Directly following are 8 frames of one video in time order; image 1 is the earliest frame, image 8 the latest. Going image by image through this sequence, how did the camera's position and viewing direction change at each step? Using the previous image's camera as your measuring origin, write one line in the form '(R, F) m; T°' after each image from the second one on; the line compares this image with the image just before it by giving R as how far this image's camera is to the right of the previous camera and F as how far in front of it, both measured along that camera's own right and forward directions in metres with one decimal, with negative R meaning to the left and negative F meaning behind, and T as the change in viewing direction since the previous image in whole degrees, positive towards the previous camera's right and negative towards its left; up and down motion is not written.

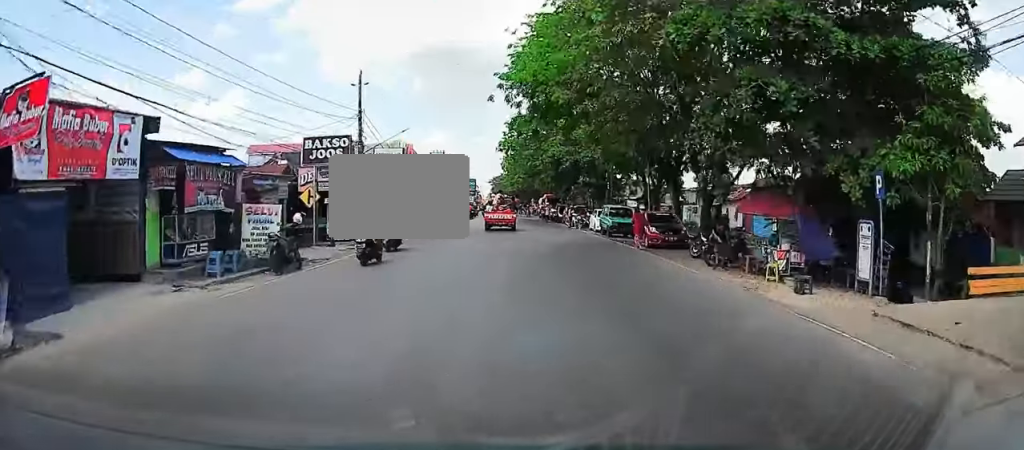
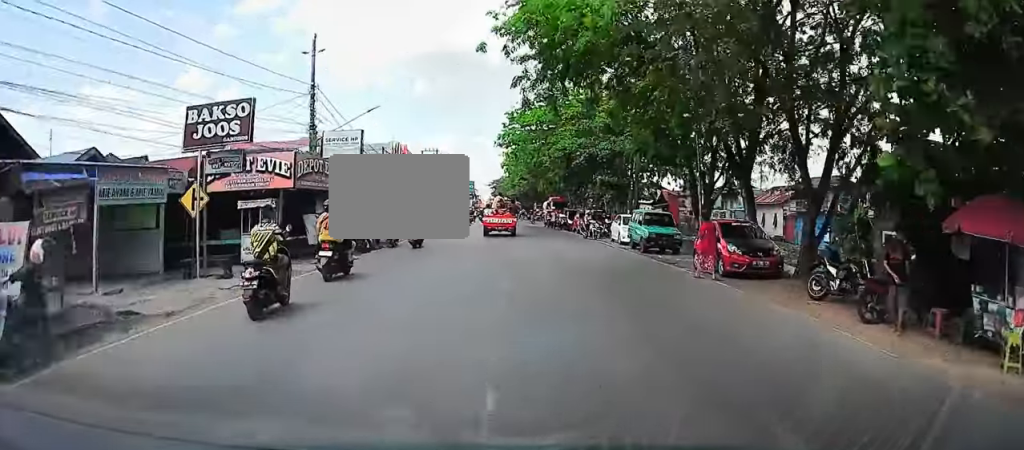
(-0.2, +9.3) m; 0°
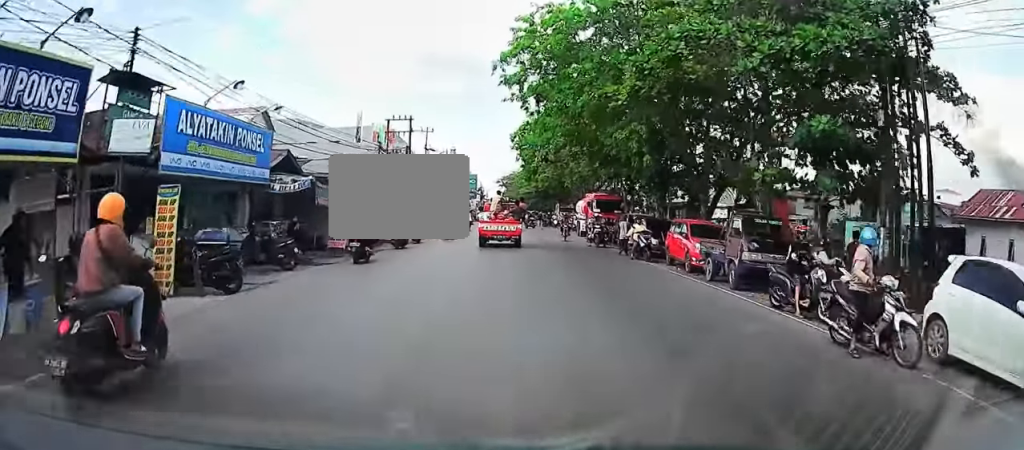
(0.0, +28.7) m; +1°
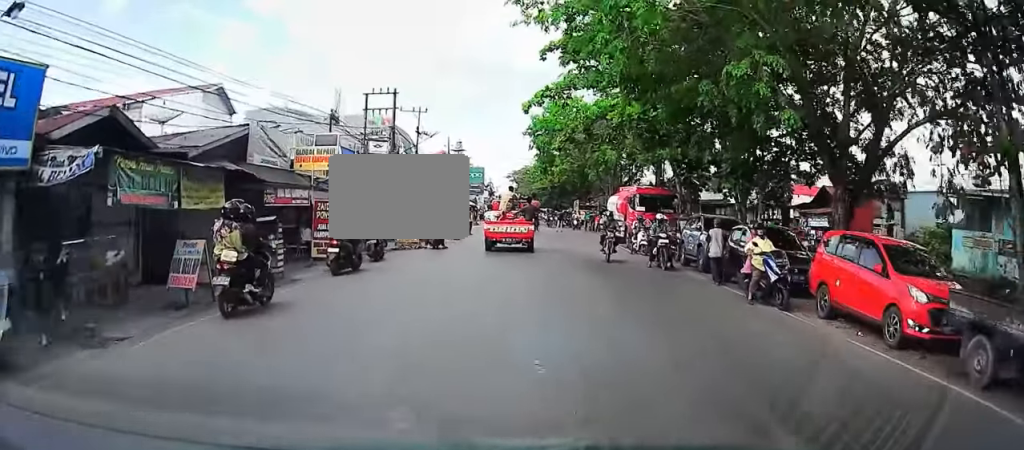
(+0.1, +12.1) m; 0°
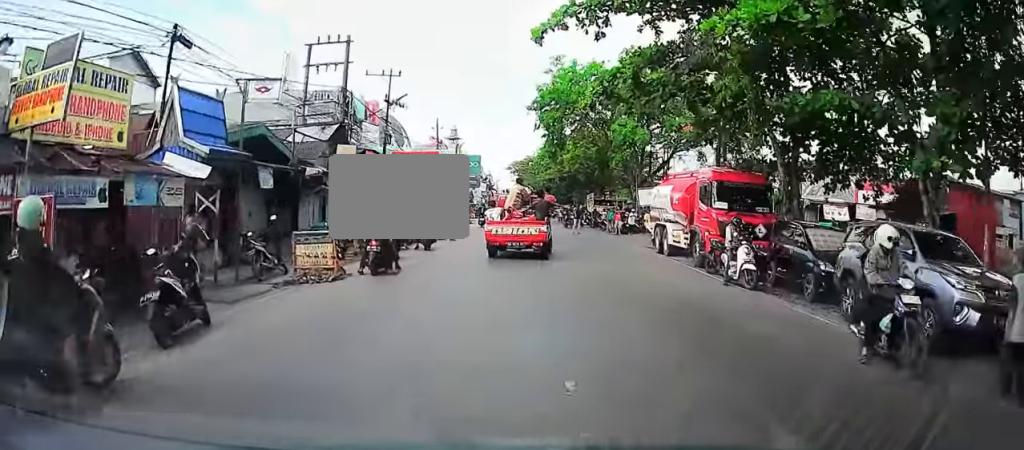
(0.0, +13.4) m; +4°
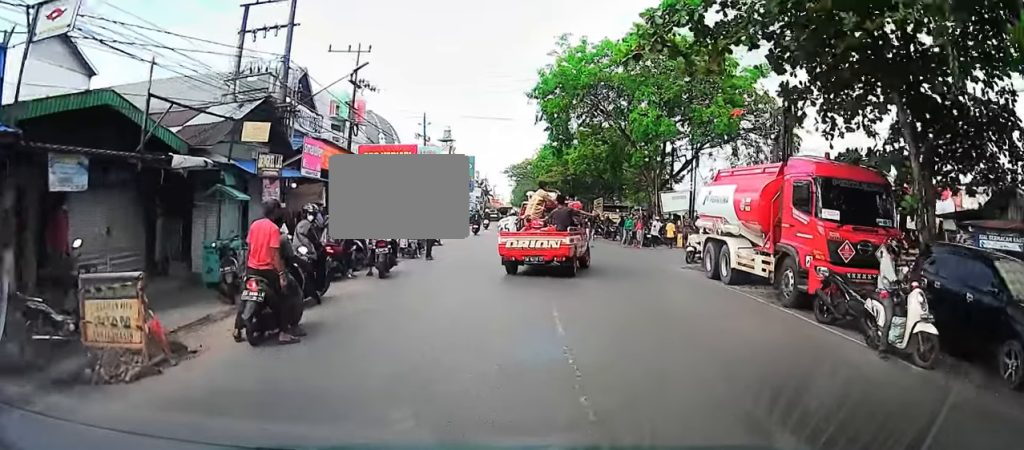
(0.0, +8.5) m; +5°
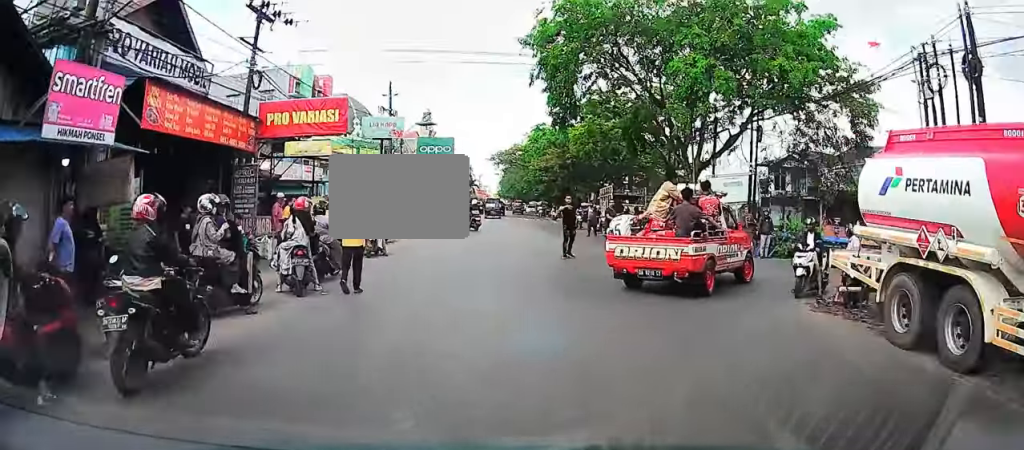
(+1.4, +12.2) m; +10°
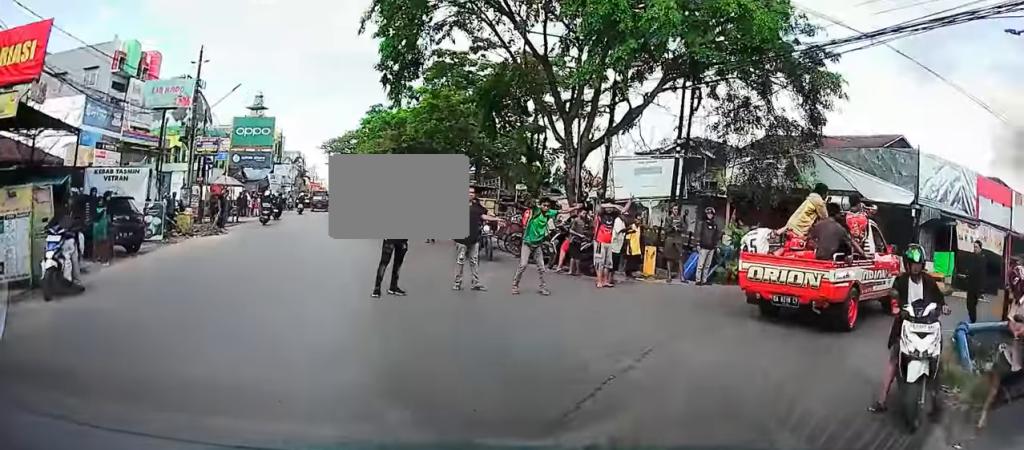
(+0.7, +11.4) m; +4°
